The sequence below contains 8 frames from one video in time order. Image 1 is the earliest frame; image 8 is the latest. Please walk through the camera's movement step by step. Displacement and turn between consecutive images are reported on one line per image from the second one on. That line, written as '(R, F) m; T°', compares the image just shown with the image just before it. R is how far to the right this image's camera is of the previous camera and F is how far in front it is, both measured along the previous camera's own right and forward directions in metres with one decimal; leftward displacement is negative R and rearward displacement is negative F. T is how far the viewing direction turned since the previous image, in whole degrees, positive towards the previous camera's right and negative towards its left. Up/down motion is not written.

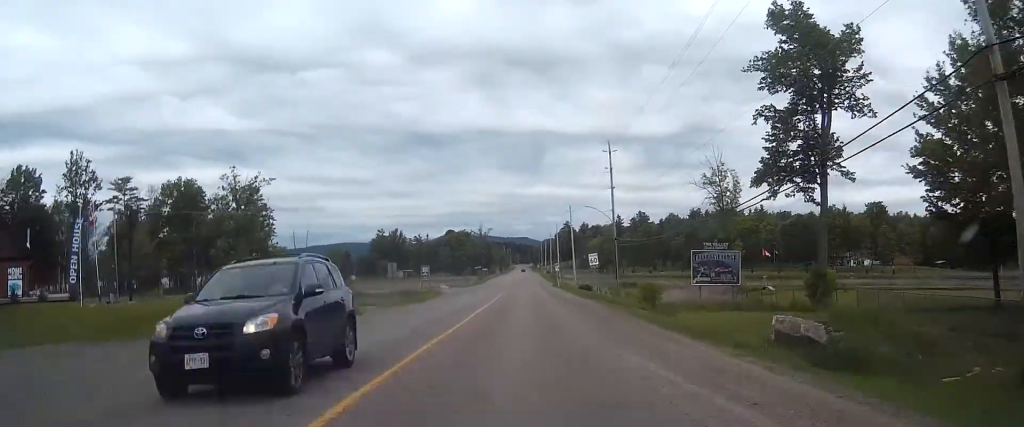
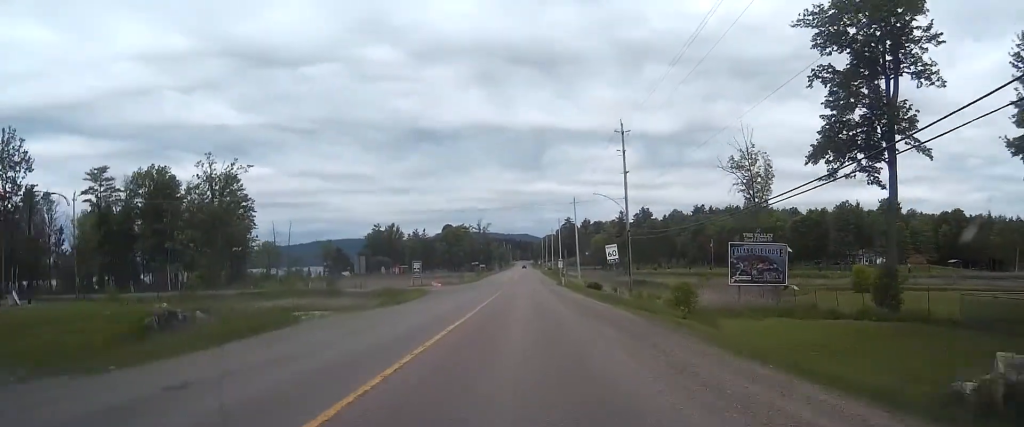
(0.0, +9.9) m; 0°
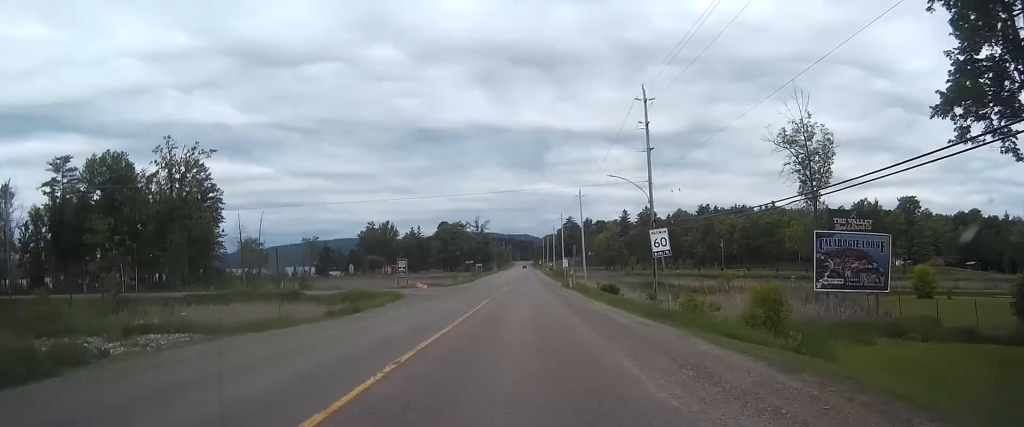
(0.0, +13.4) m; 0°
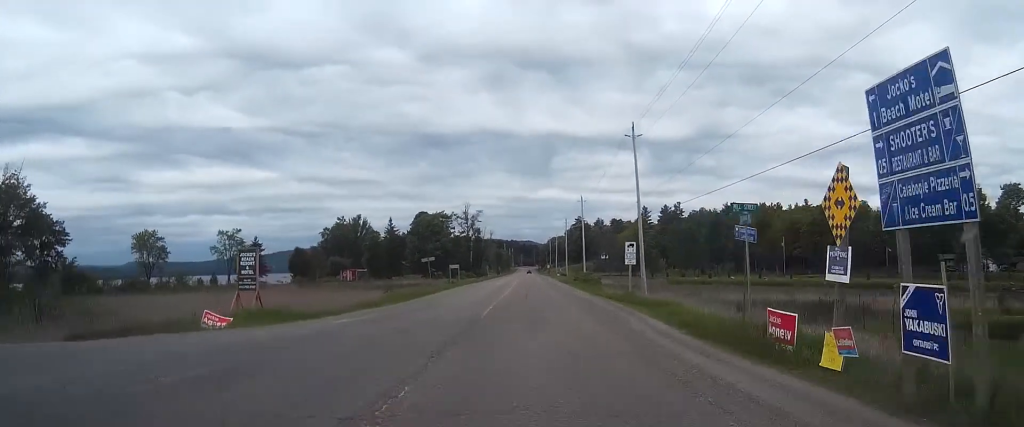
(0.0, +56.0) m; 0°
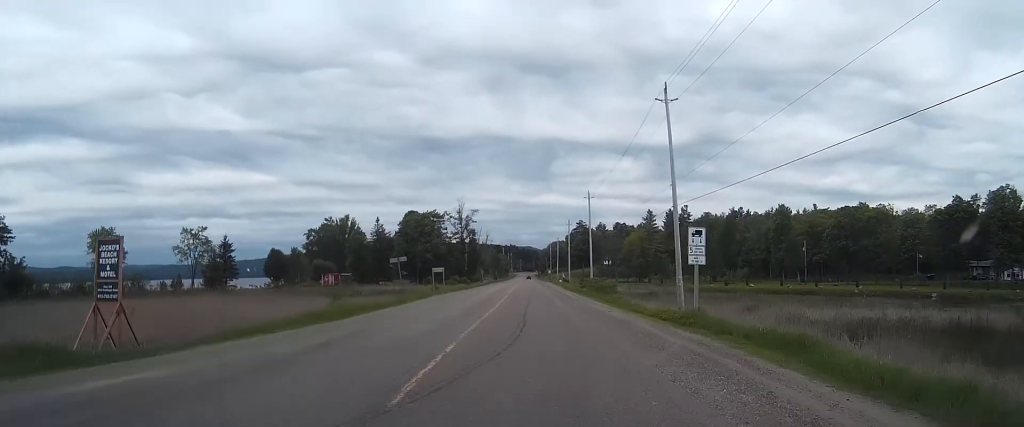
(0.0, +15.6) m; 0°
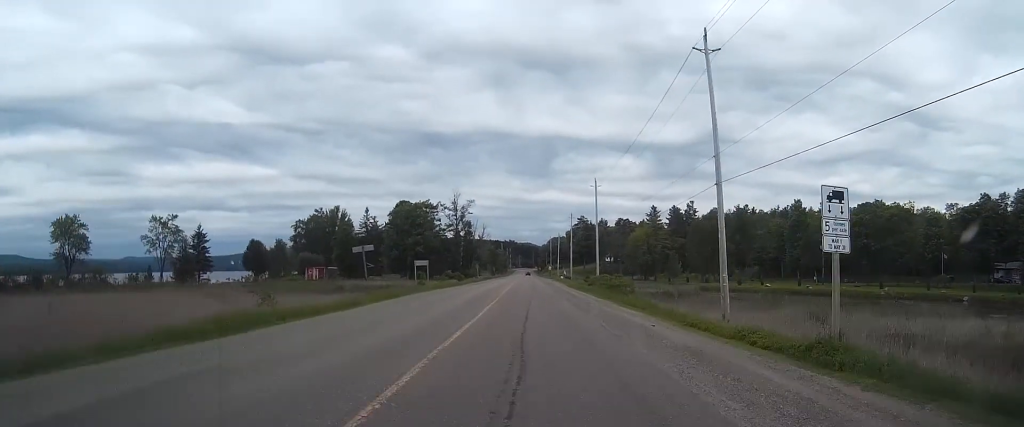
(0.0, +11.3) m; 0°
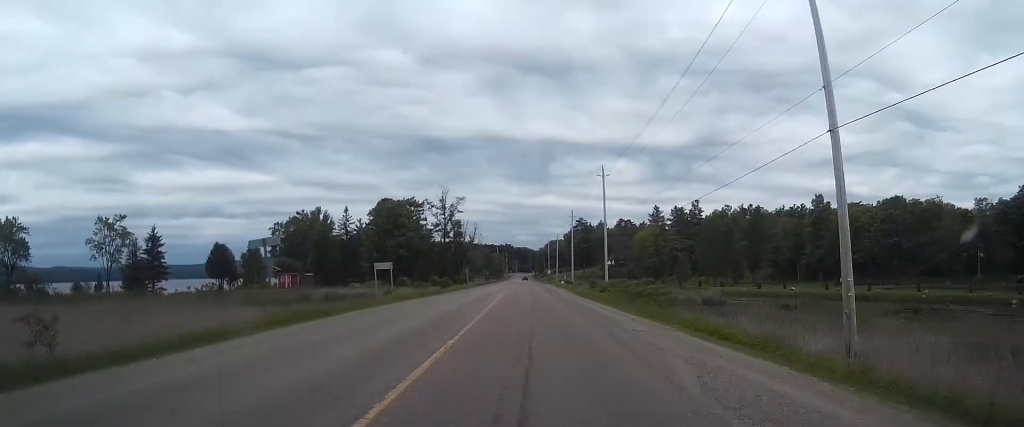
(0.0, +15.5) m; 0°
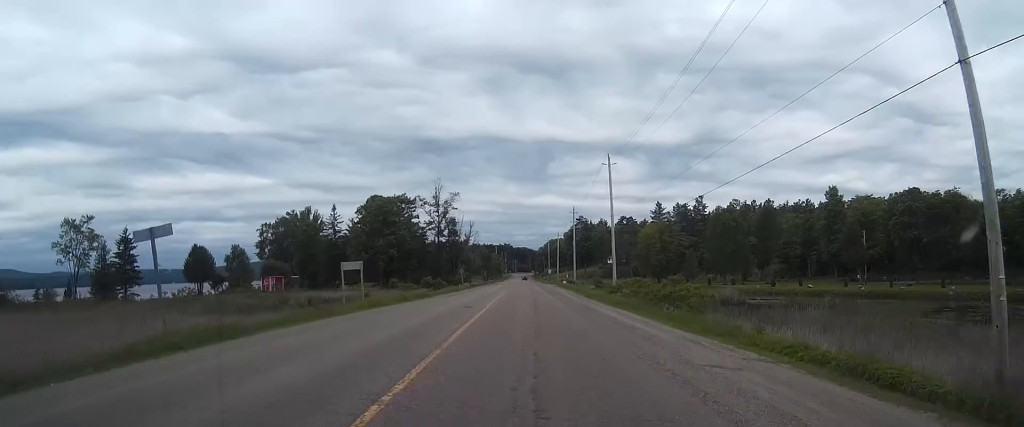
(0.0, +8.5) m; 0°
